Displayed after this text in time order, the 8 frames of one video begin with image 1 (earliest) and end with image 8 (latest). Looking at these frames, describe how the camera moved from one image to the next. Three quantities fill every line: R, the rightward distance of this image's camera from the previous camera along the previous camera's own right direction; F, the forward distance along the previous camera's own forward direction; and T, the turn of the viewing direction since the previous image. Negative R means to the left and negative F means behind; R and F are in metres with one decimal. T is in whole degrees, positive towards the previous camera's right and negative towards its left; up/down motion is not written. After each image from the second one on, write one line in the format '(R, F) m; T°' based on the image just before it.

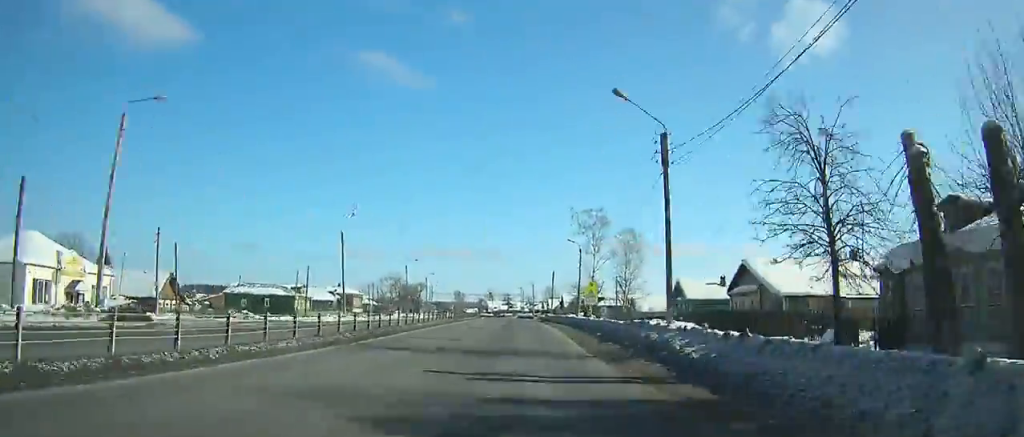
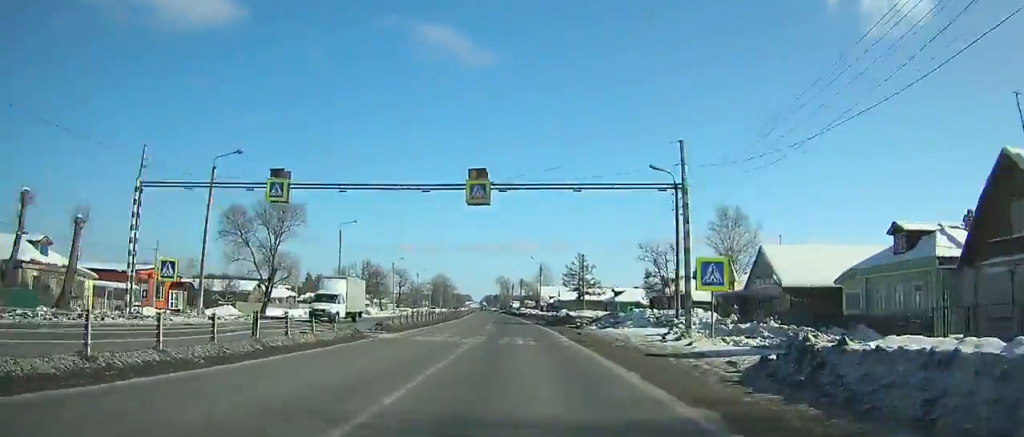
(-5.7, +137.6) m; -6°
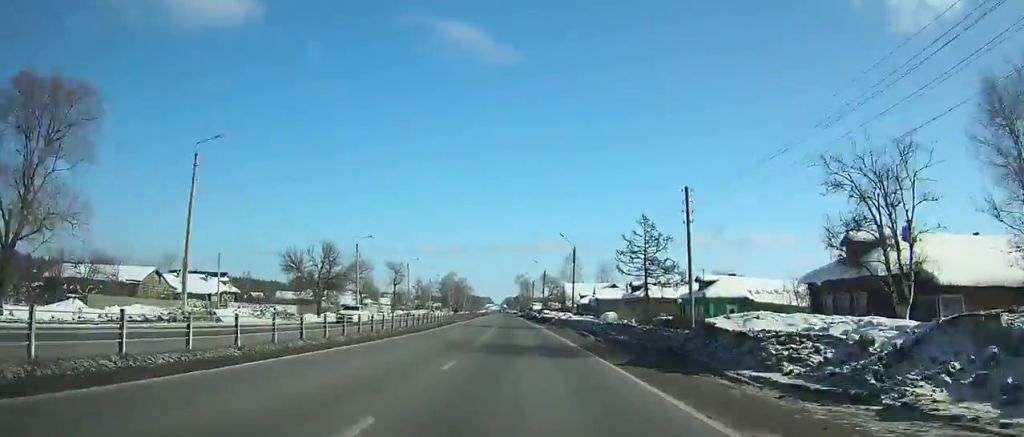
(-0.6, +33.9) m; -2°
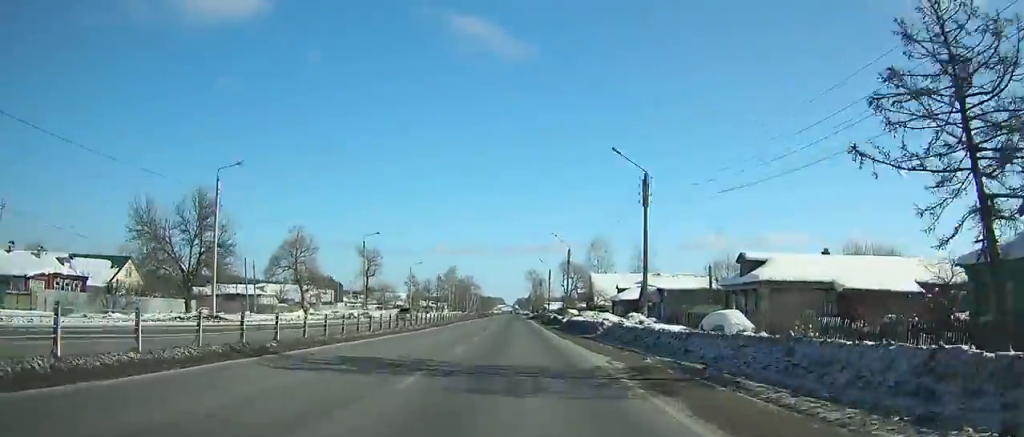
(-0.6, +35.8) m; -2°
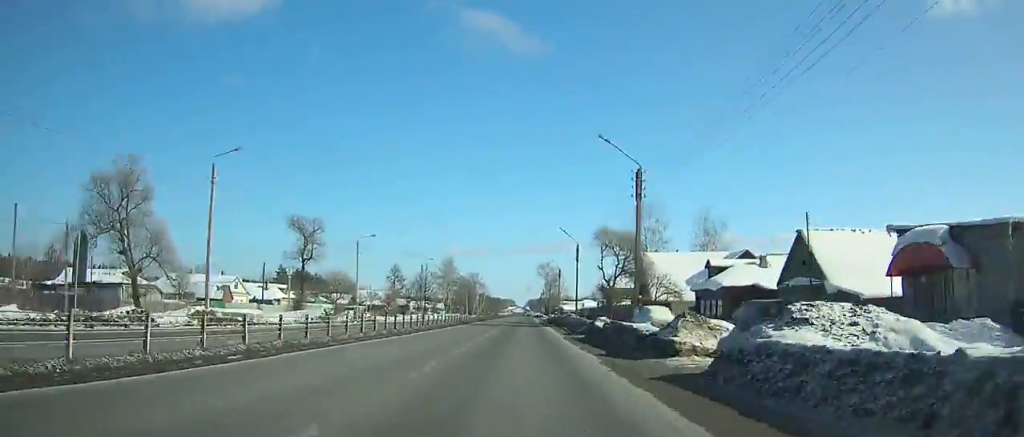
(-0.6, +38.3) m; -1°
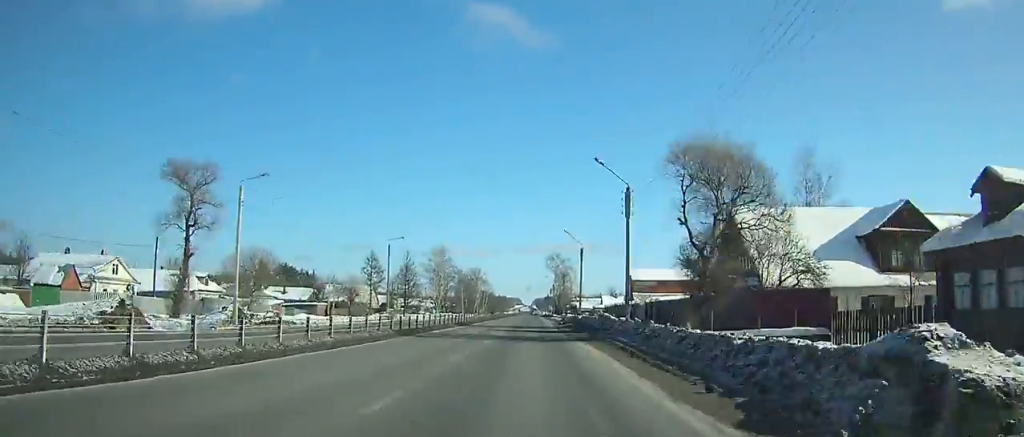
(-0.2, +28.3) m; 0°
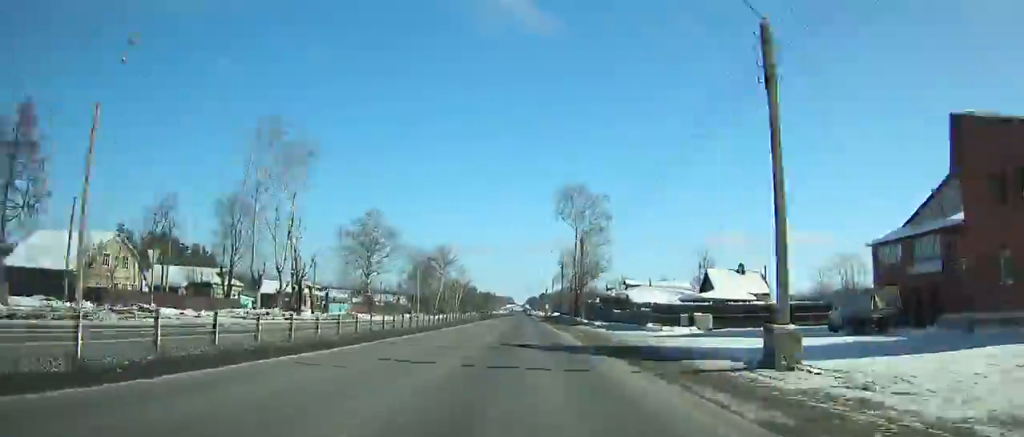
(+0.1, +91.5) m; +1°
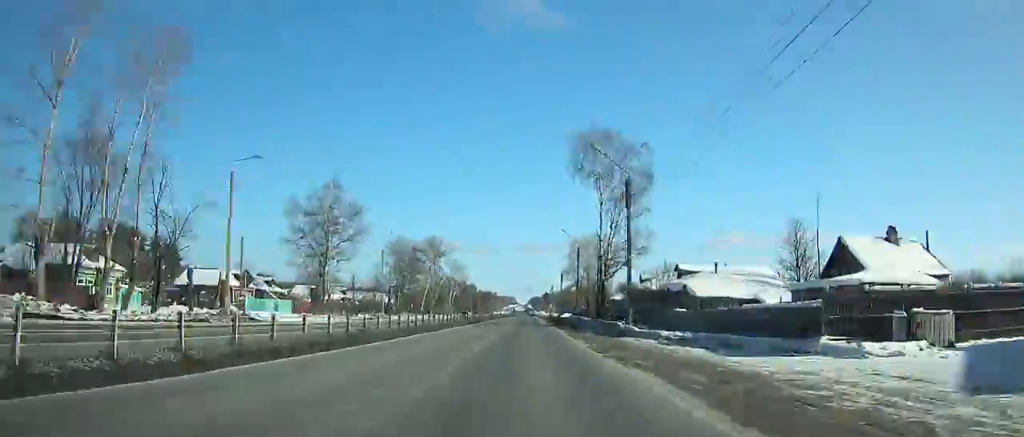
(+0.1, +24.4) m; 0°
